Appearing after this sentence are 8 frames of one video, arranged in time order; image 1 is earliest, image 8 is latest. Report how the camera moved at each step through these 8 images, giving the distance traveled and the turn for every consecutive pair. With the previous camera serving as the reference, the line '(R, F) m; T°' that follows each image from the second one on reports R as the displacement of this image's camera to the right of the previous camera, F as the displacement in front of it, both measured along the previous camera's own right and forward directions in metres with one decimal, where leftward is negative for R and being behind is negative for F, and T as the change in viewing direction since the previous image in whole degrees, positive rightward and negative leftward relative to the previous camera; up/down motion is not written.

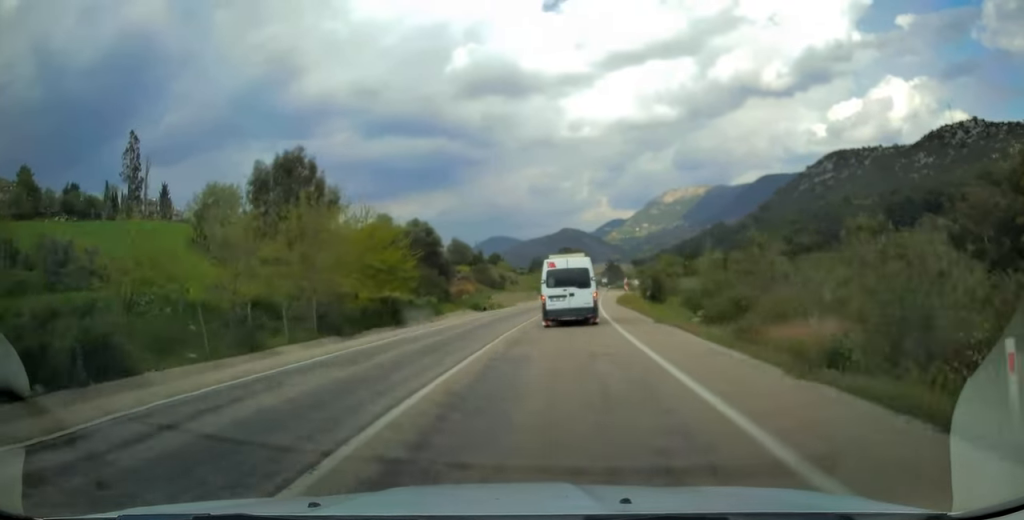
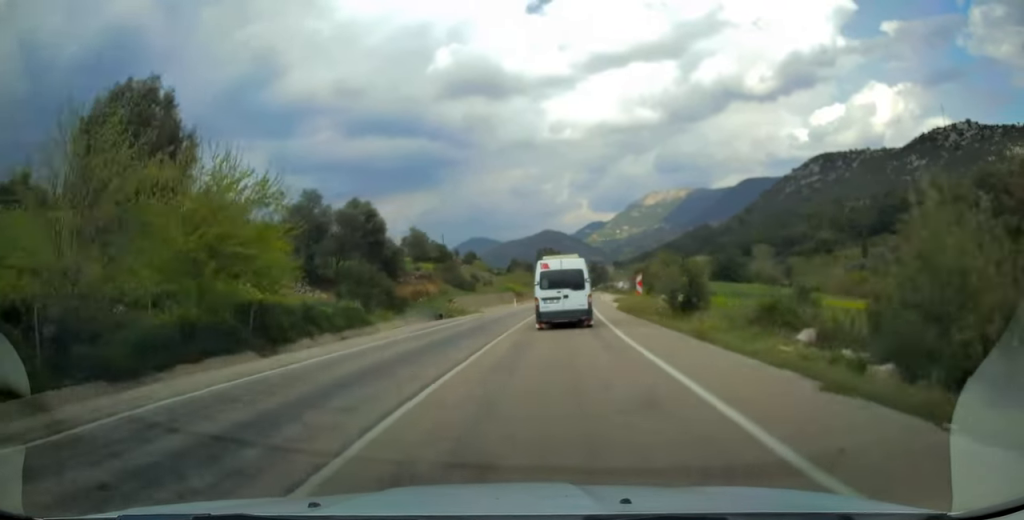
(+0.1, +15.1) m; +2°
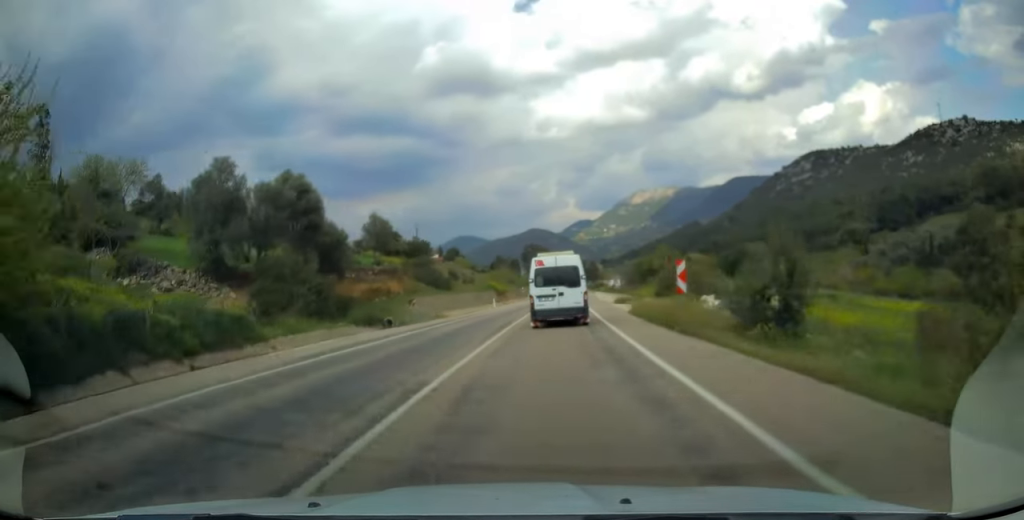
(+0.3, +12.0) m; +1°
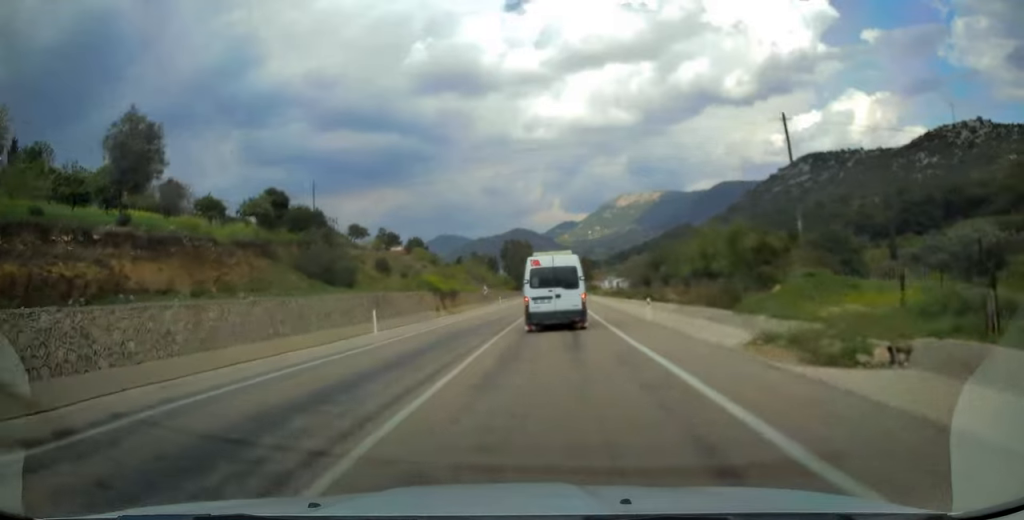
(+0.9, +37.4) m; +2°
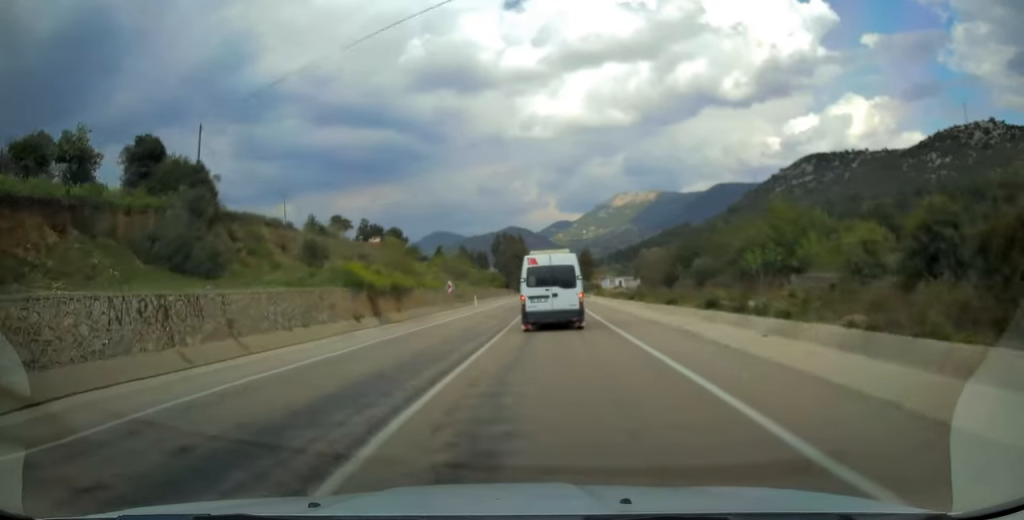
(+0.2, +20.9) m; 0°
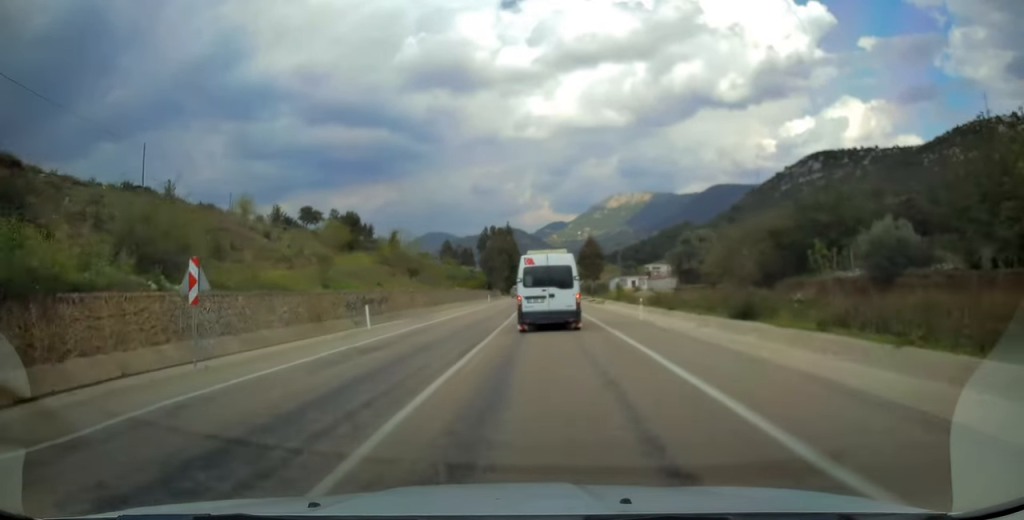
(0.0, +33.7) m; +1°
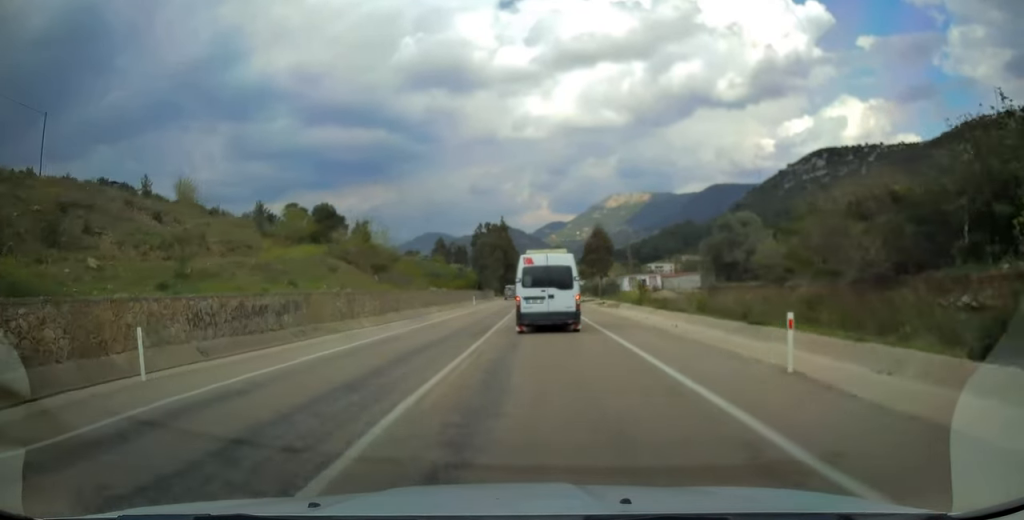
(+0.1, +14.8) m; 0°
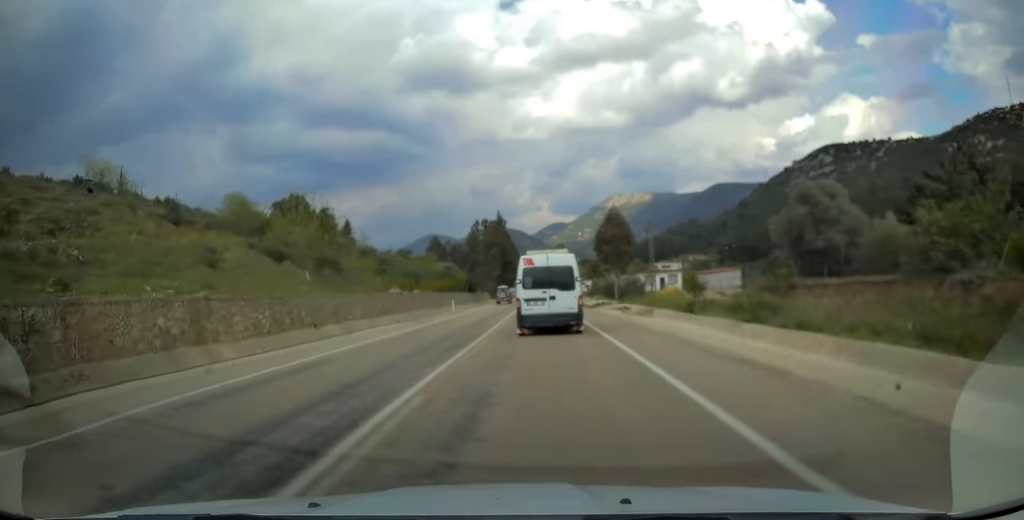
(0.0, +15.5) m; 0°
